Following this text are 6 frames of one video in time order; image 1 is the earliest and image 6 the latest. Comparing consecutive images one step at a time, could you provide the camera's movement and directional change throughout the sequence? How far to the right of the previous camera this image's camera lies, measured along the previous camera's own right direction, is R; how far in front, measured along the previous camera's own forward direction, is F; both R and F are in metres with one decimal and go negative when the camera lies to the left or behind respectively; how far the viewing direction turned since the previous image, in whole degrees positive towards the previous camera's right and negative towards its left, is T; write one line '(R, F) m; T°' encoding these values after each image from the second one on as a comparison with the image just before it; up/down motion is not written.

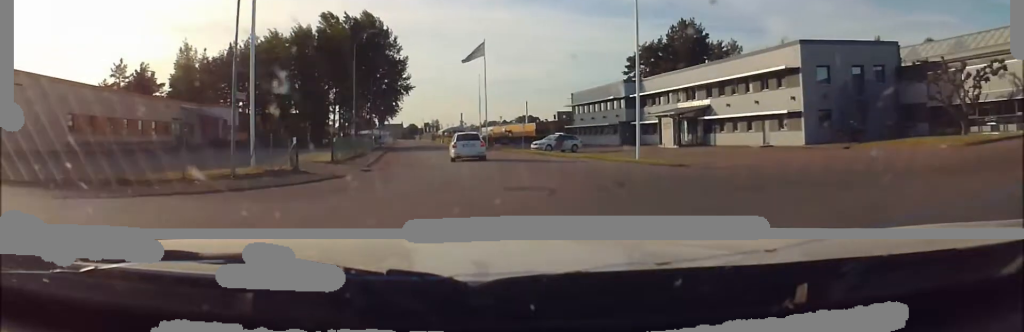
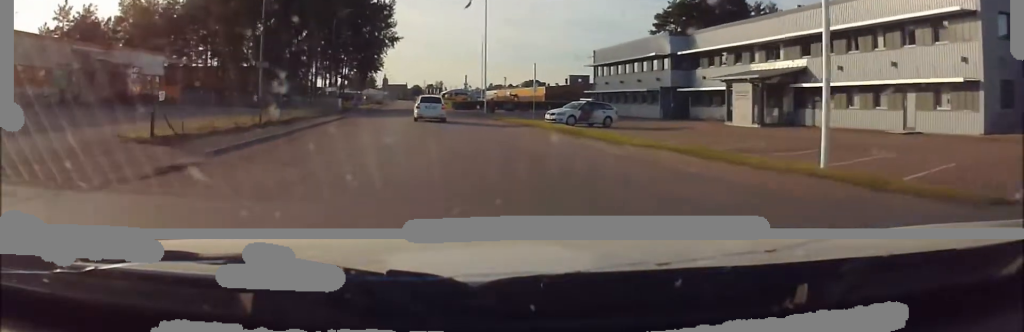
(+0.7, +16.0) m; +6°
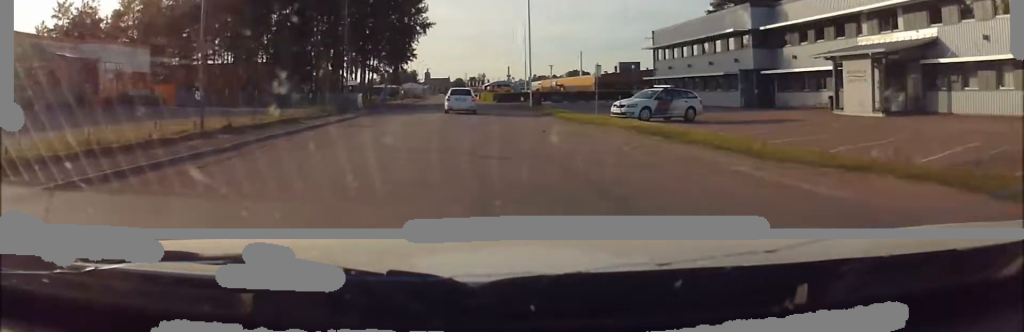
(+0.1, +8.2) m; -4°
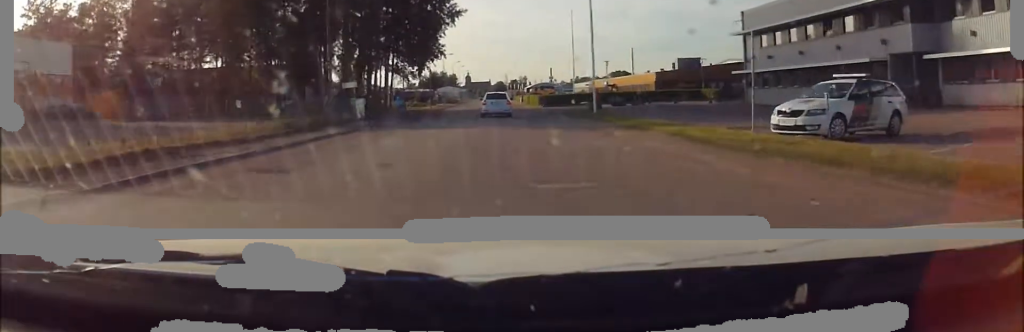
(-1.2, +13.4) m; -9°
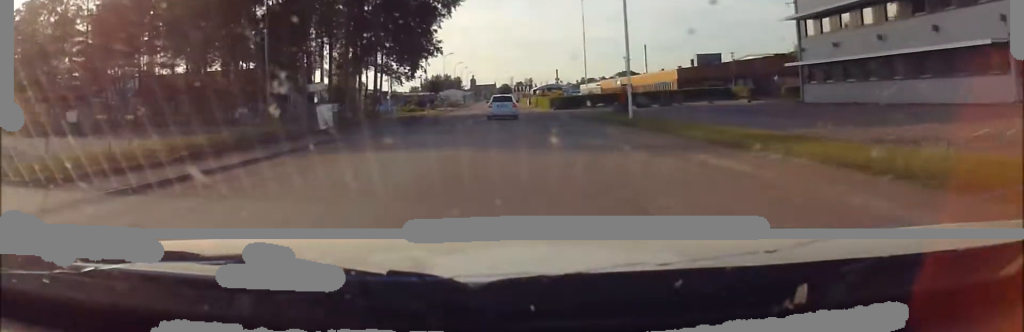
(-0.4, +9.0) m; -1°
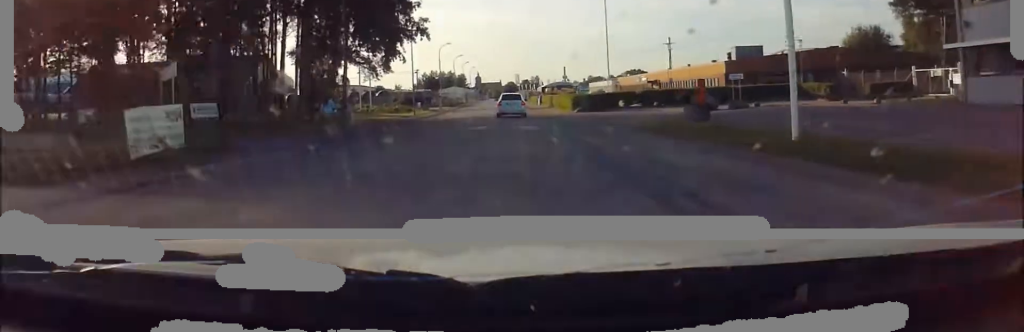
(0.0, +15.6) m; 0°
